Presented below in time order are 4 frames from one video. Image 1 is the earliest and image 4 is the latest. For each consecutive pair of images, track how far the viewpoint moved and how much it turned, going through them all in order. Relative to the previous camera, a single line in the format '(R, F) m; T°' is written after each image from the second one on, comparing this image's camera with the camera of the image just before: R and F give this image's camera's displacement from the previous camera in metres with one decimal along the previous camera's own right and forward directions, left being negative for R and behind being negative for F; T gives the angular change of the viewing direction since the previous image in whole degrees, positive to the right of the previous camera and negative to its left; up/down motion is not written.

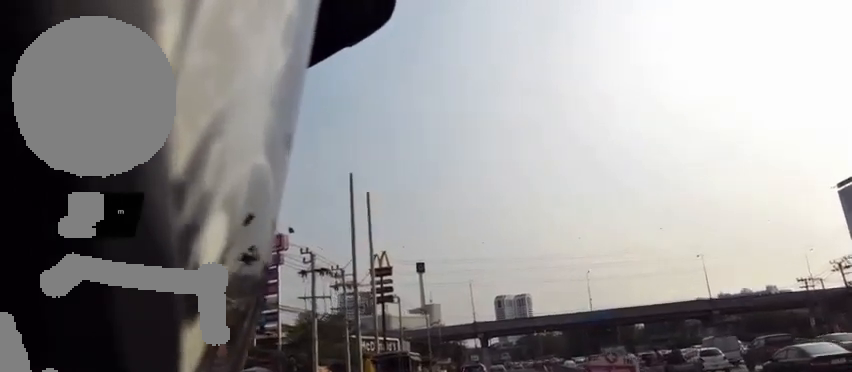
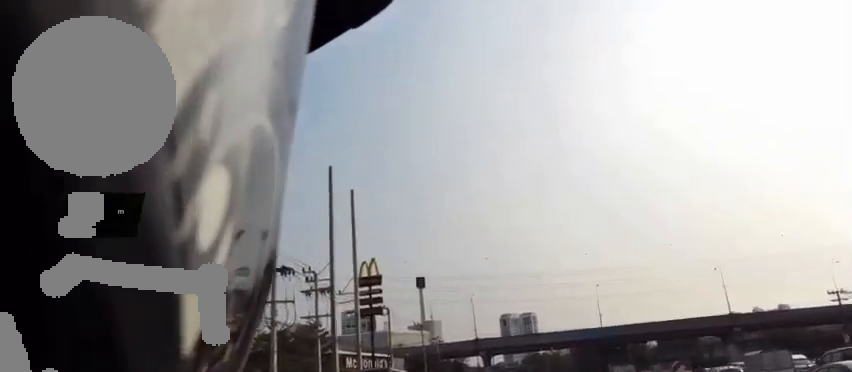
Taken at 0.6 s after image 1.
(0.0, +7.6) m; 0°
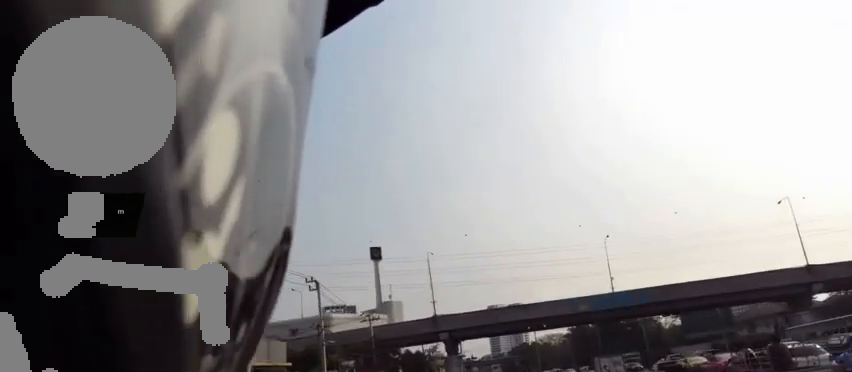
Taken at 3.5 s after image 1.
(+0.4, +36.1) m; +1°
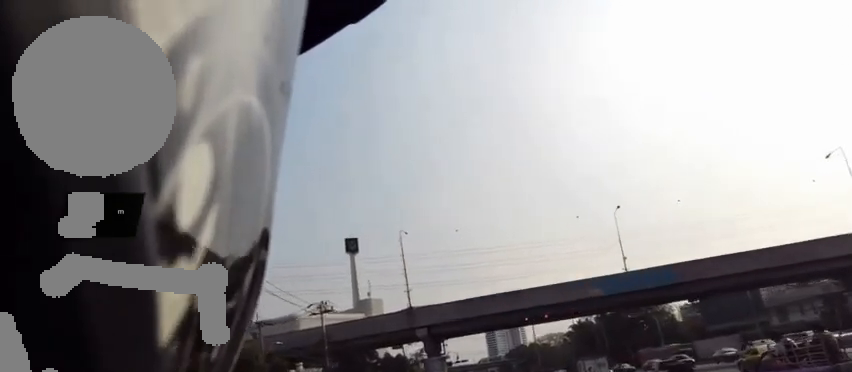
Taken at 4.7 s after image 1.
(0.0, +13.8) m; 0°
